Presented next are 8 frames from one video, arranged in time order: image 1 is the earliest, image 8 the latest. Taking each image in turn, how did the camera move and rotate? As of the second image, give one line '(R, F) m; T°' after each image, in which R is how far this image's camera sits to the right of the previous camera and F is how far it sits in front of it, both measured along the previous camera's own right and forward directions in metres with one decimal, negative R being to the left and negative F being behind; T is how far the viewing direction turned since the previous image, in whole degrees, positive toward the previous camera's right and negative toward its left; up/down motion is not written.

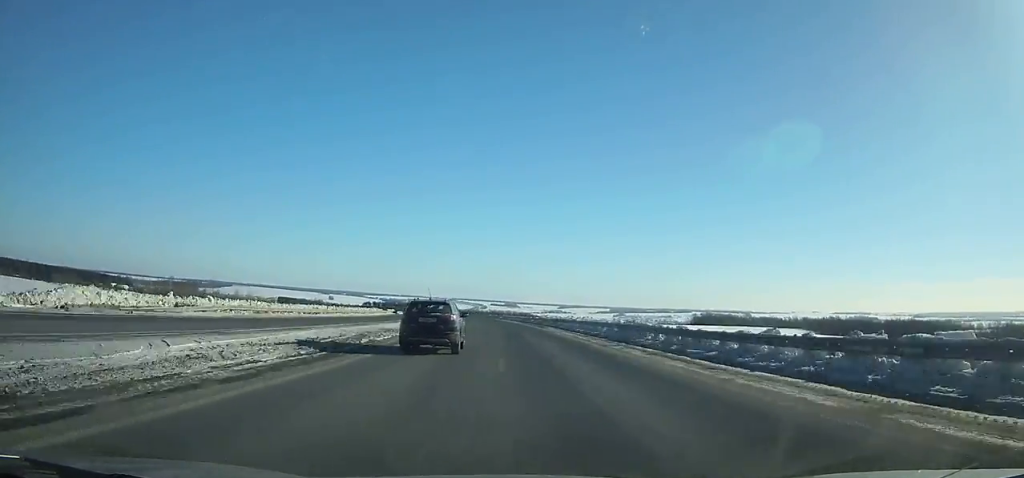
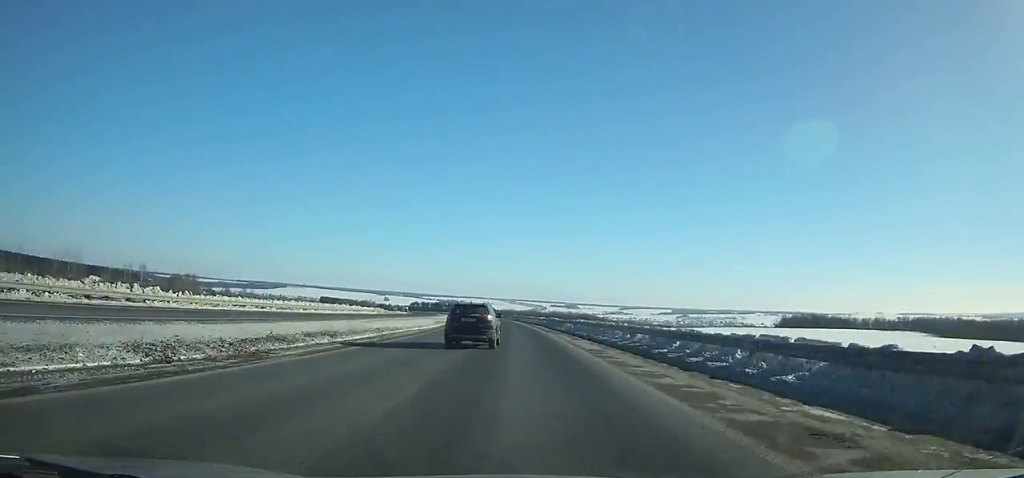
(-3.7, +102.3) m; -5°
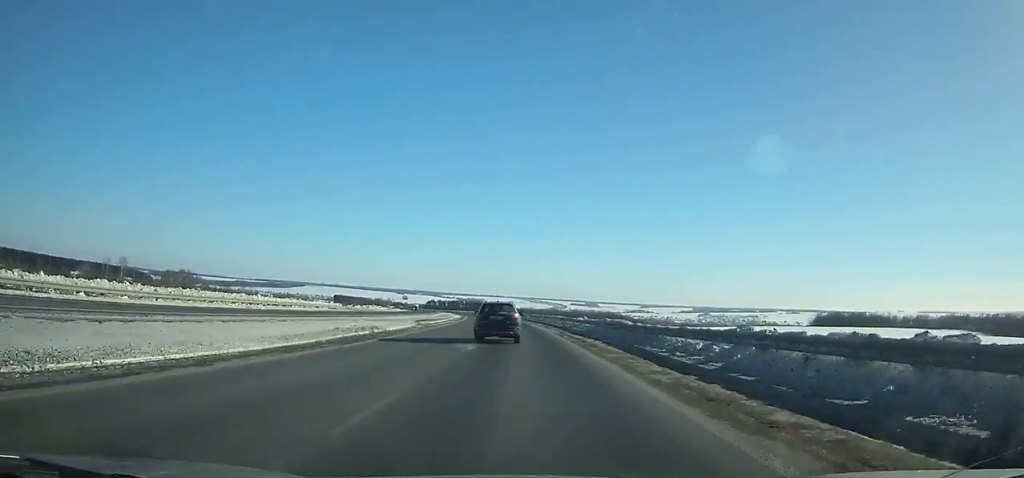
(-0.8, +38.0) m; -2°
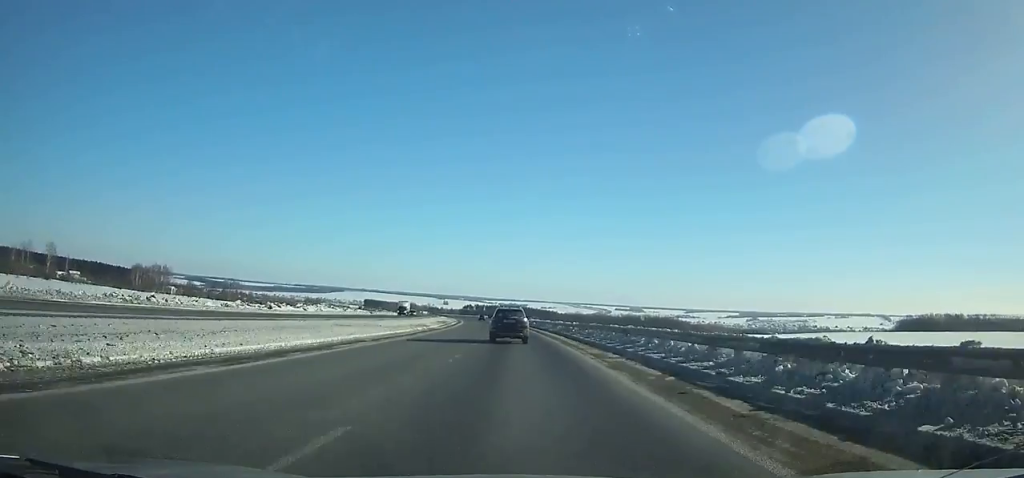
(-3.5, +88.2) m; -4°
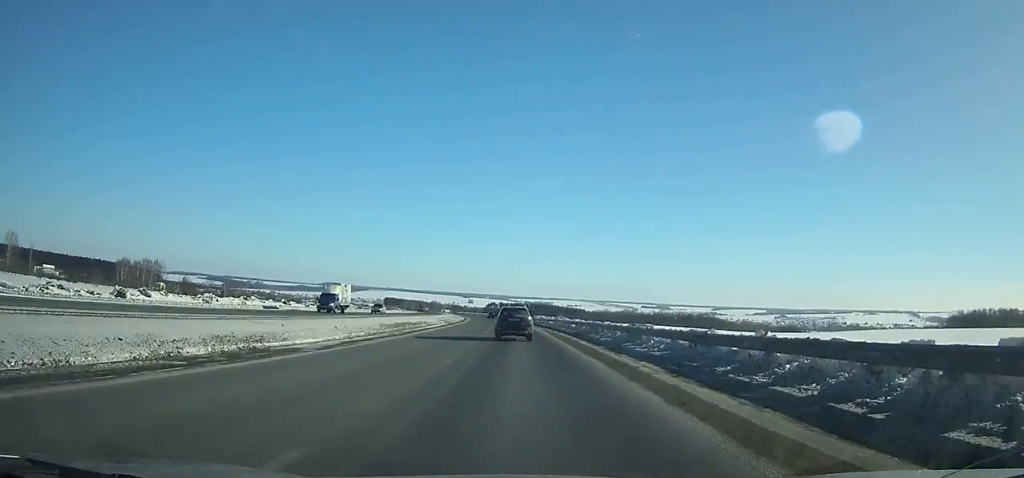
(-0.1, +37.8) m; -2°
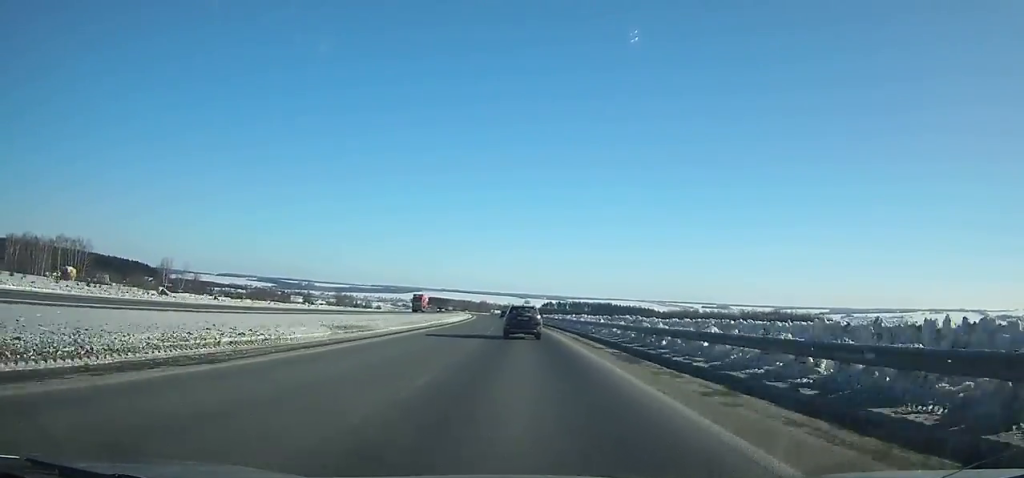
(-6.0, +113.0) m; -5°
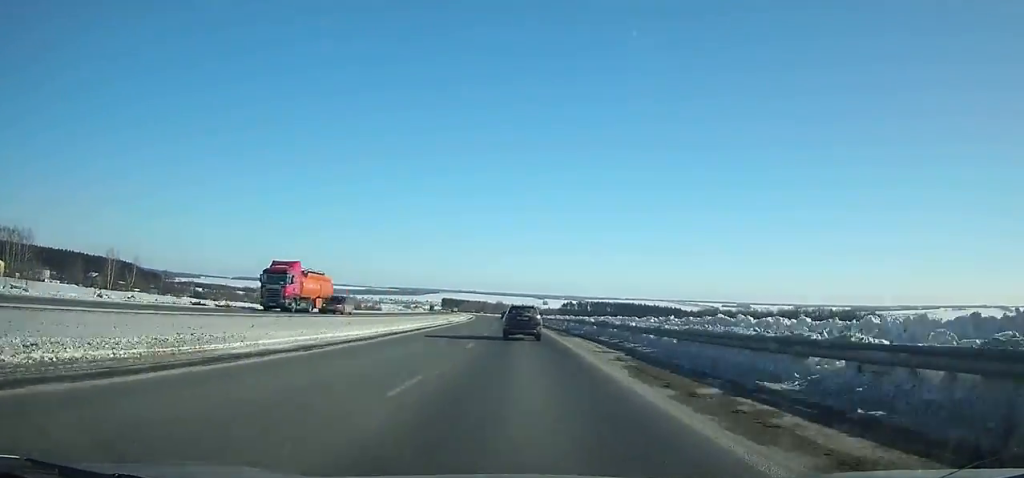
(-0.5, +47.6) m; -2°
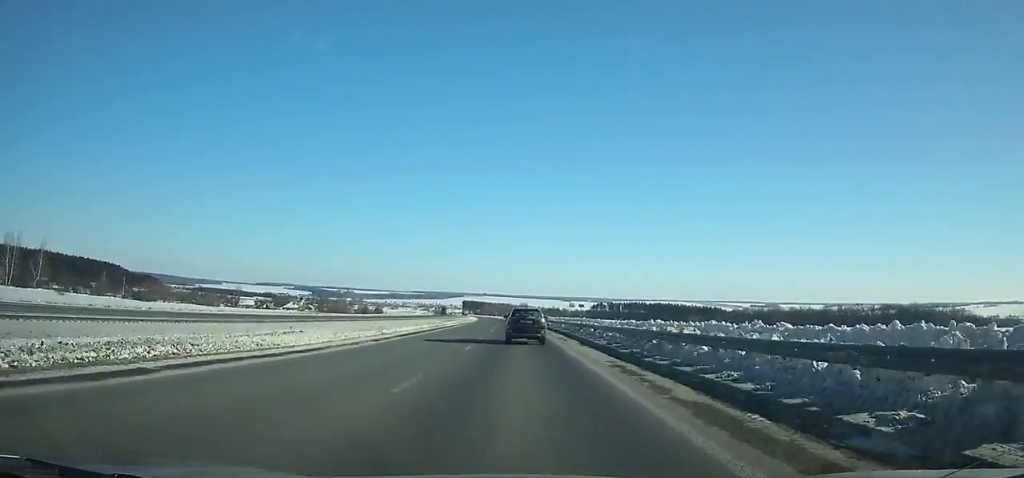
(-1.3, +59.5) m; -2°
